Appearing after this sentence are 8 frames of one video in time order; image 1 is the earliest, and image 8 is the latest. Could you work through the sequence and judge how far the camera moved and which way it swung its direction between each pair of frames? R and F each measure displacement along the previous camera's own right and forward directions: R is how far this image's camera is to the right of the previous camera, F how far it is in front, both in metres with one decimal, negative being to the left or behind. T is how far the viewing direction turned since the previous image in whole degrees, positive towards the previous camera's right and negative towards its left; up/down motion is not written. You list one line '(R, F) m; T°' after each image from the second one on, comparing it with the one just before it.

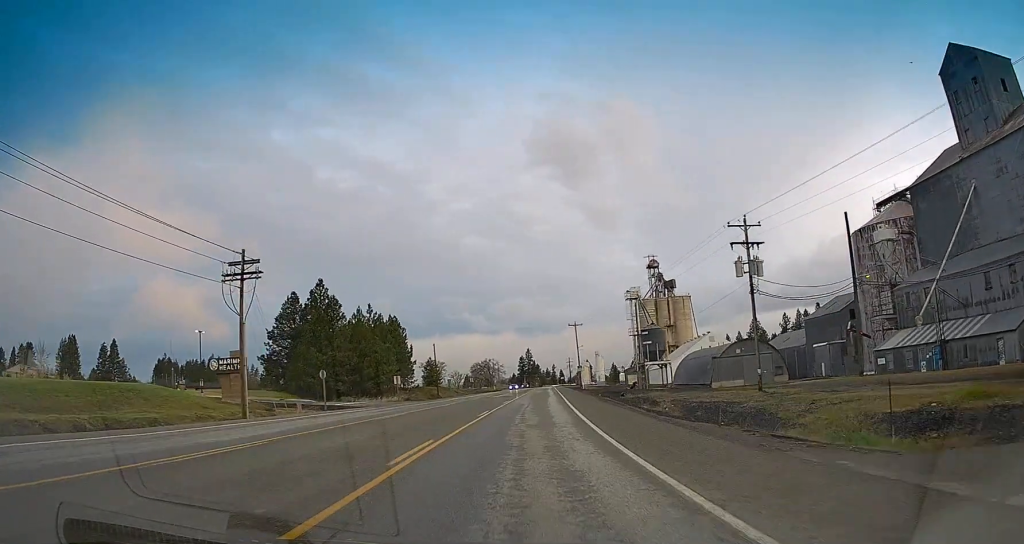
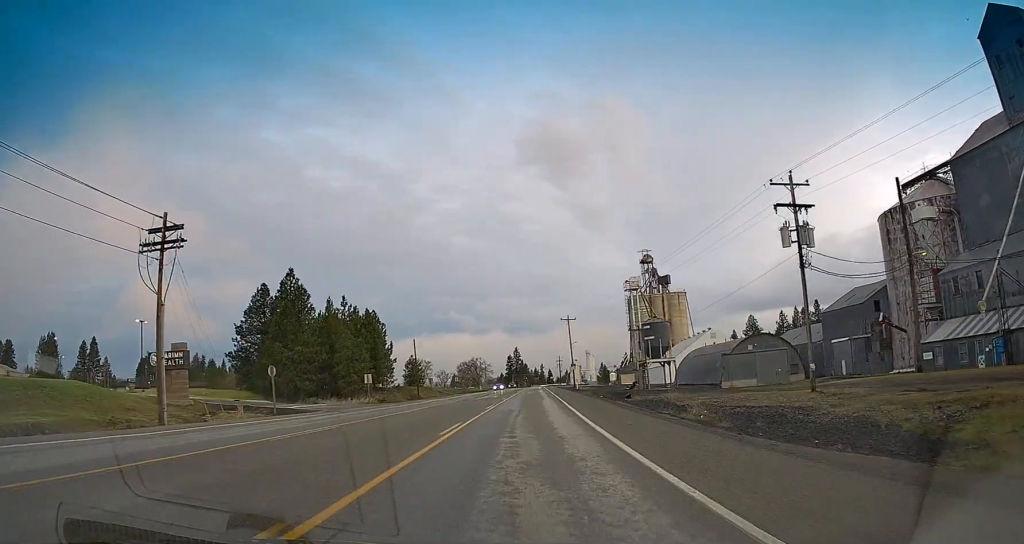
(-0.2, +9.5) m; 0°
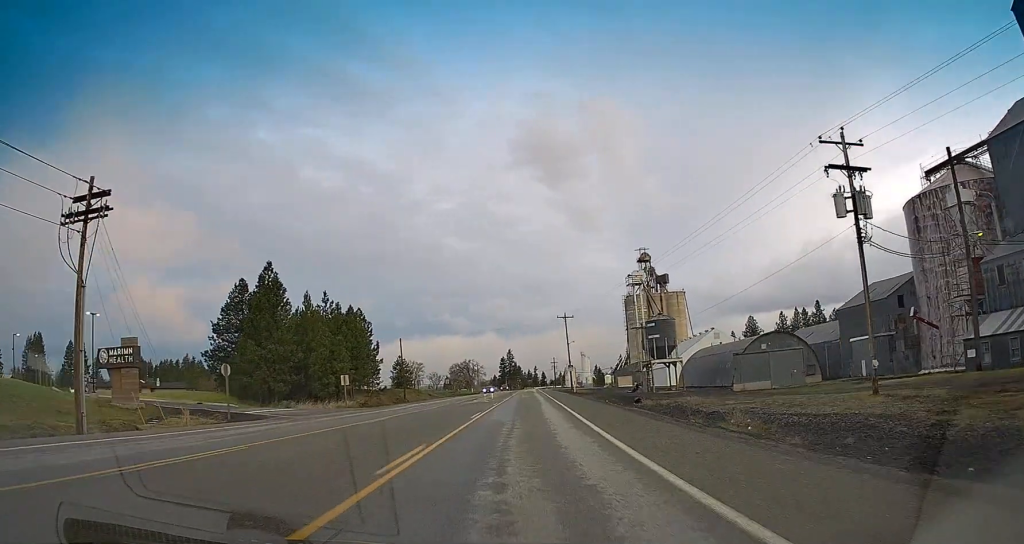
(-0.2, +6.9) m; 0°
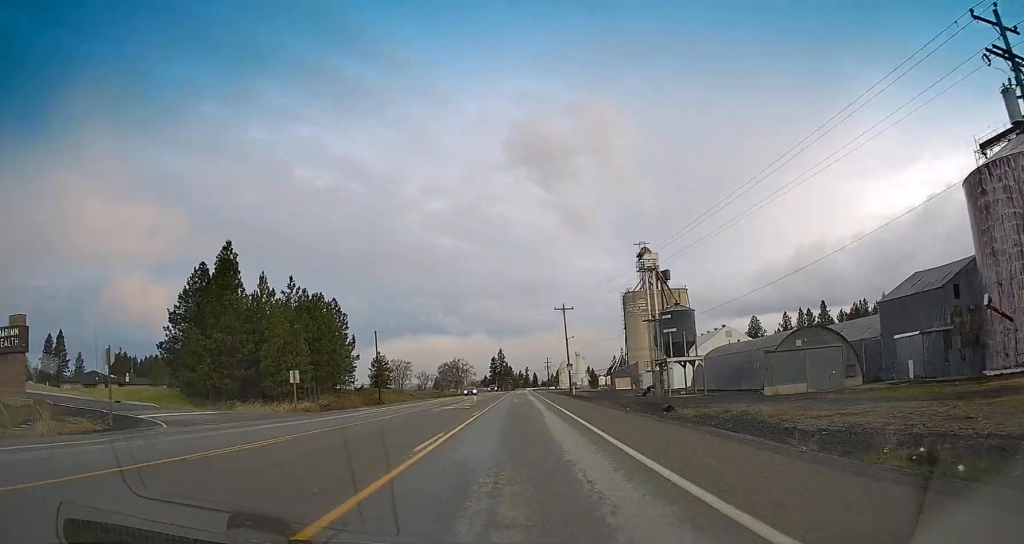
(+0.3, +12.0) m; +2°
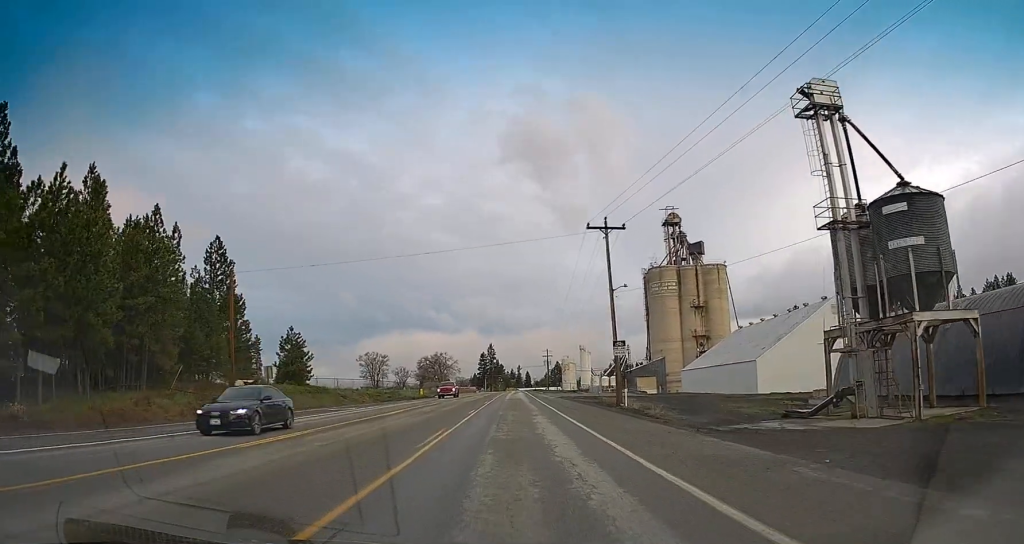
(+1.5, +42.9) m; +2°
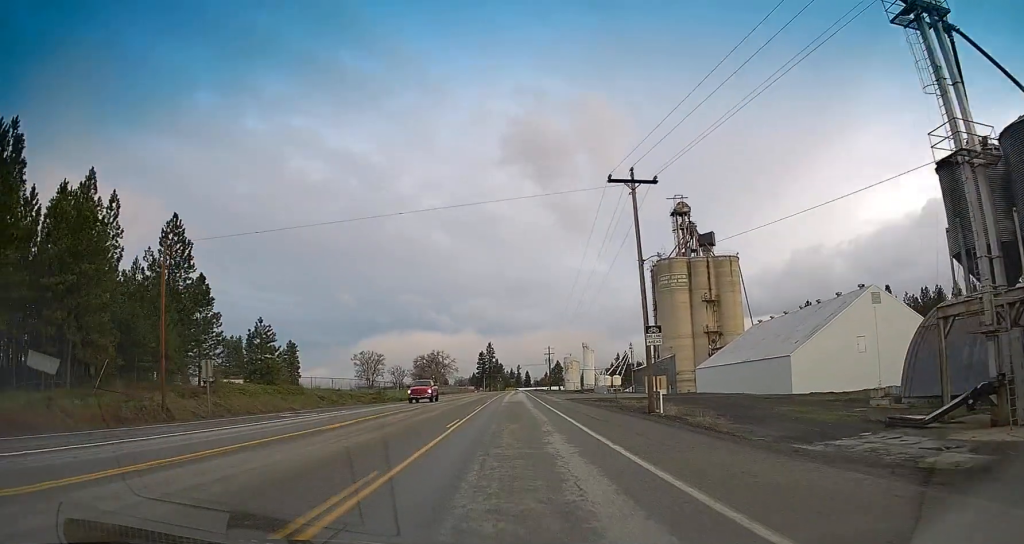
(0.0, +9.3) m; 0°
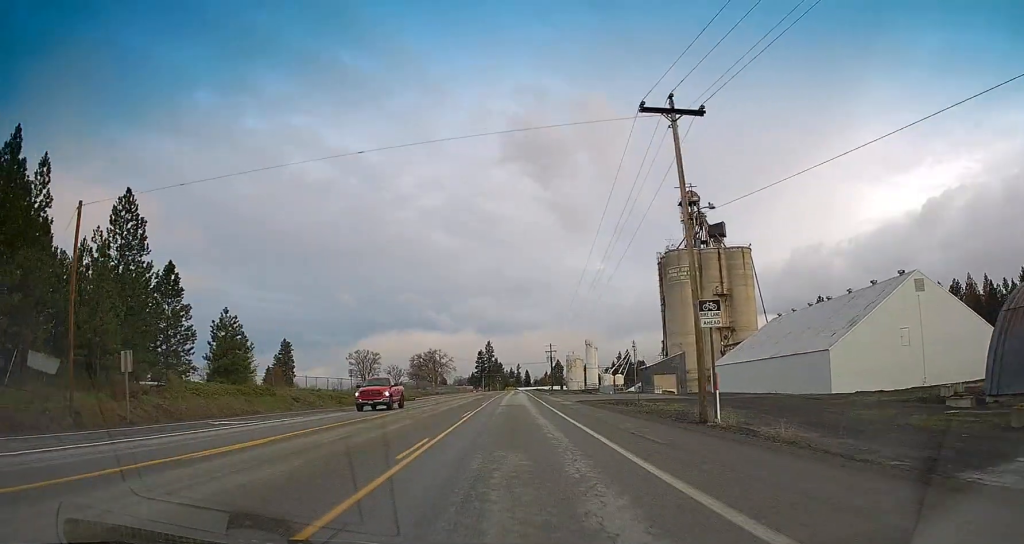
(-0.1, +8.4) m; 0°
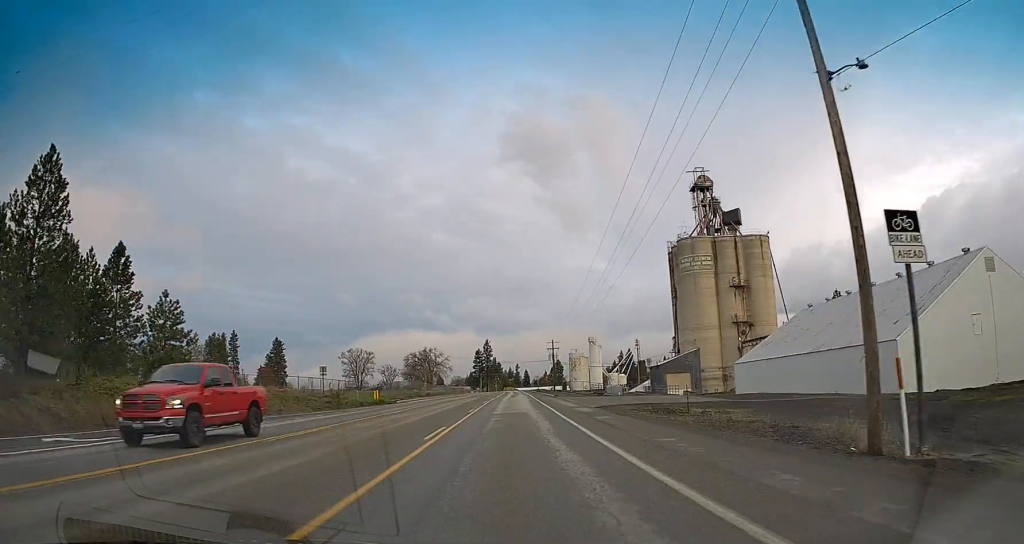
(0.0, +11.0) m; 0°
